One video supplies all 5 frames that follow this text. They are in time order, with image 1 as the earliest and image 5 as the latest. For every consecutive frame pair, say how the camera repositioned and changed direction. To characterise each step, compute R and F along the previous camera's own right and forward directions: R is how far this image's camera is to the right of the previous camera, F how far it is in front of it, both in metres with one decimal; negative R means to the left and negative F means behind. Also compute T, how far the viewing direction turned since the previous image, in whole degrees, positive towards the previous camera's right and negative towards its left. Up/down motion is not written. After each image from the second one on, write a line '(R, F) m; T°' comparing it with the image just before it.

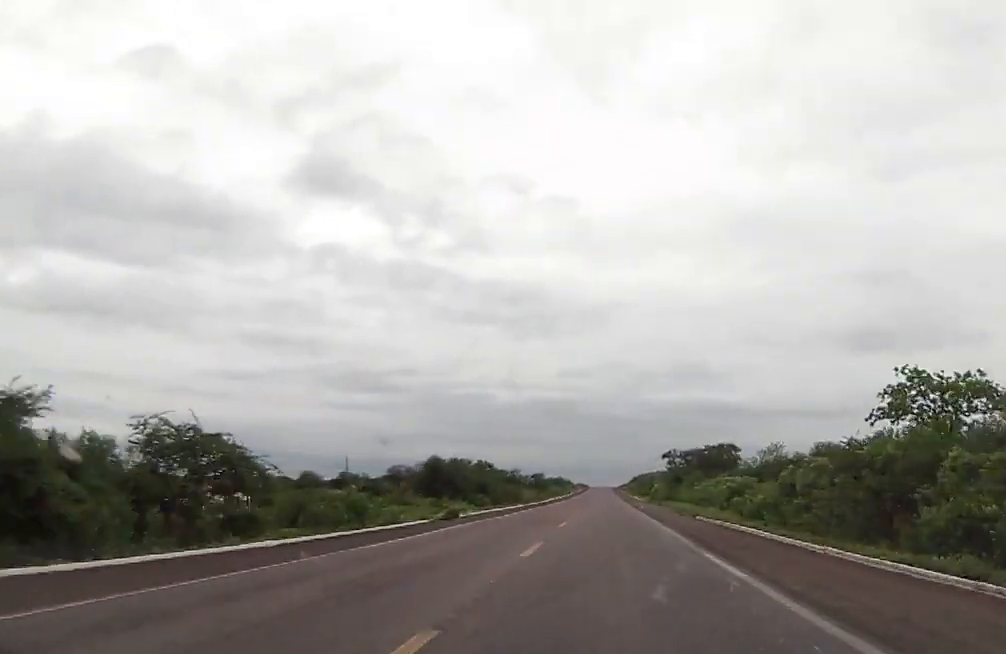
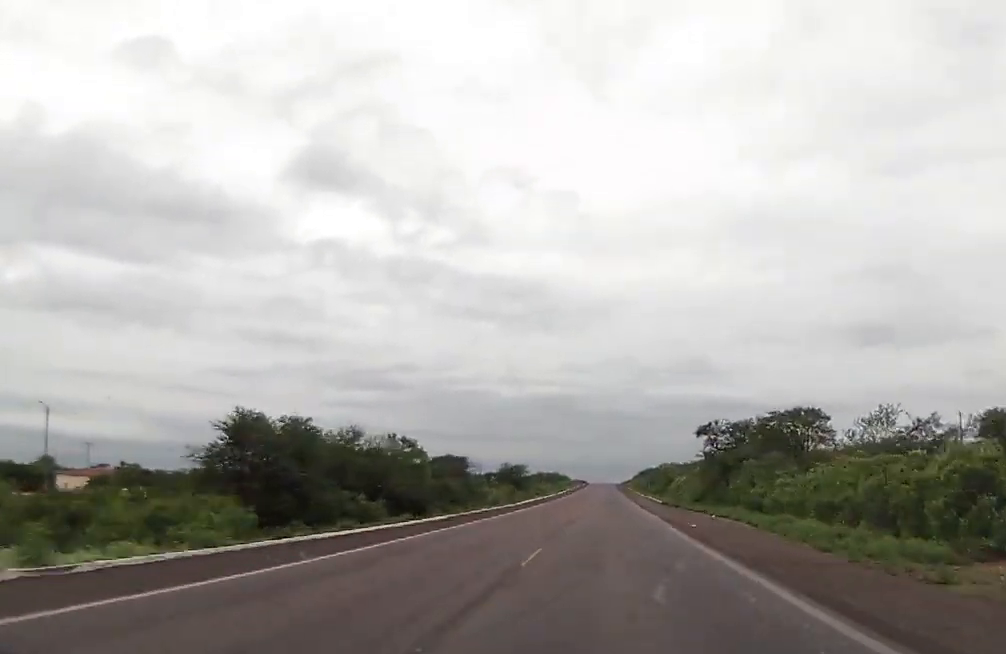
(-0.1, +38.4) m; 0°
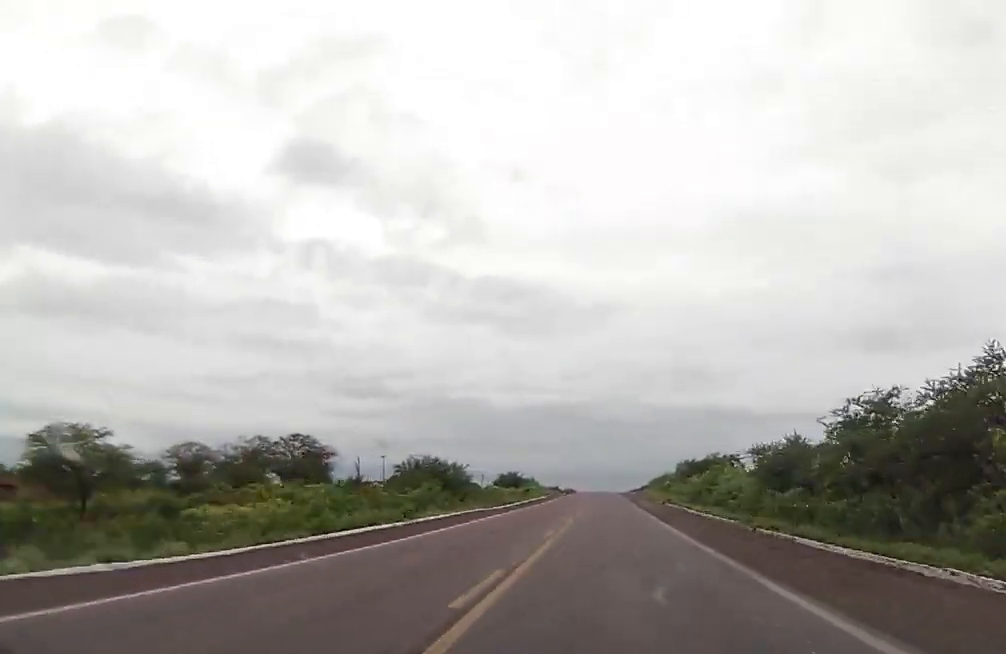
(+0.5, +127.4) m; +1°
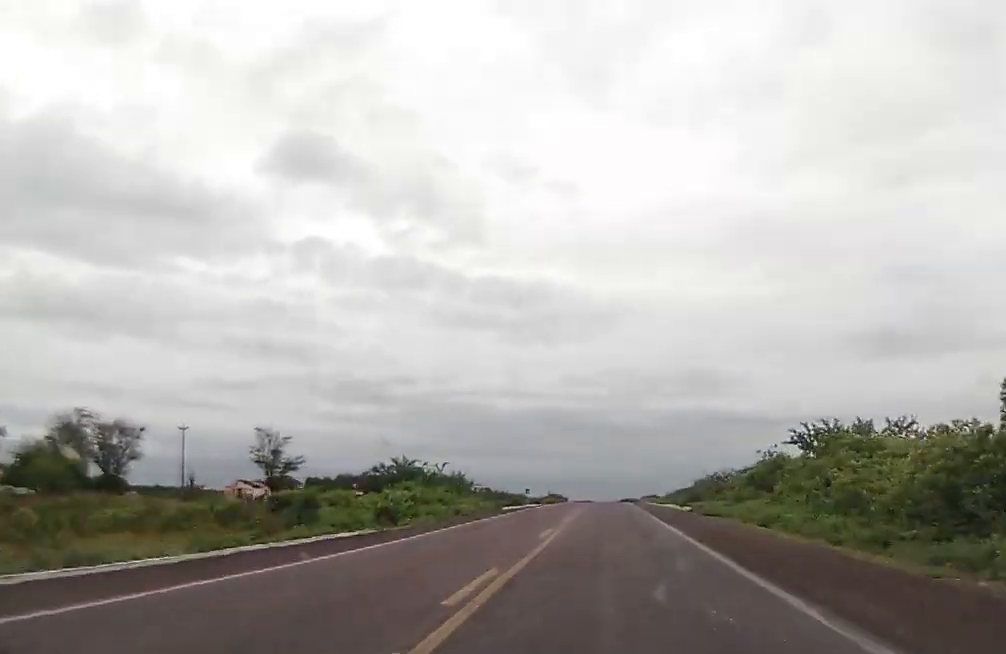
(-0.7, +85.4) m; 0°
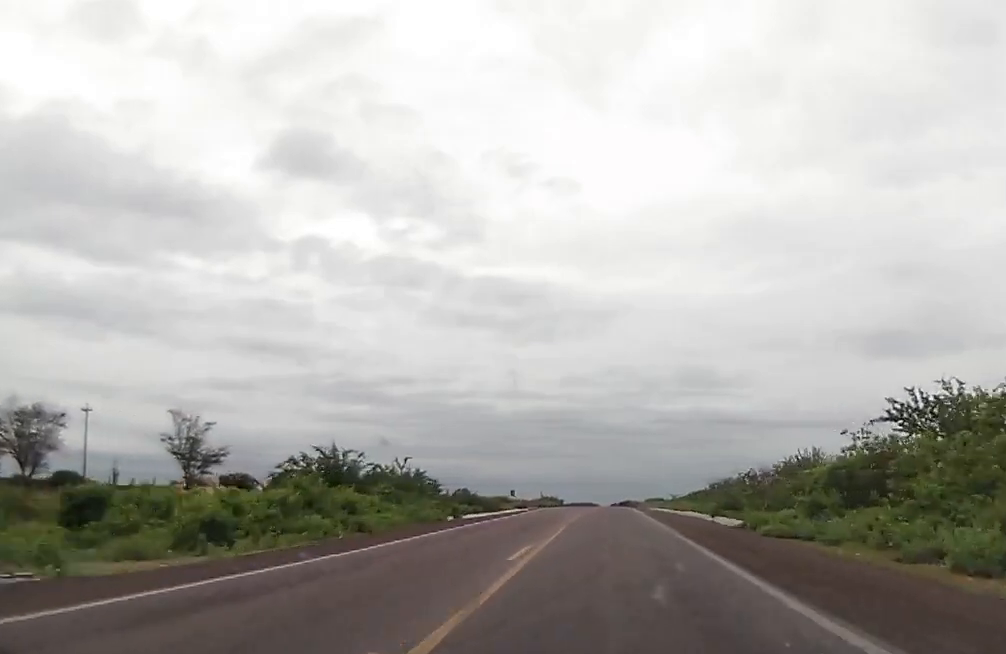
(+0.1, +18.8) m; 0°
